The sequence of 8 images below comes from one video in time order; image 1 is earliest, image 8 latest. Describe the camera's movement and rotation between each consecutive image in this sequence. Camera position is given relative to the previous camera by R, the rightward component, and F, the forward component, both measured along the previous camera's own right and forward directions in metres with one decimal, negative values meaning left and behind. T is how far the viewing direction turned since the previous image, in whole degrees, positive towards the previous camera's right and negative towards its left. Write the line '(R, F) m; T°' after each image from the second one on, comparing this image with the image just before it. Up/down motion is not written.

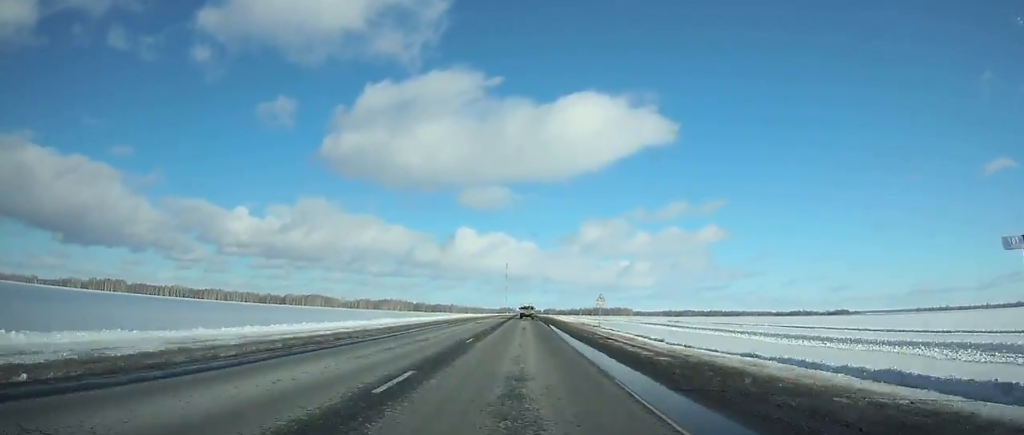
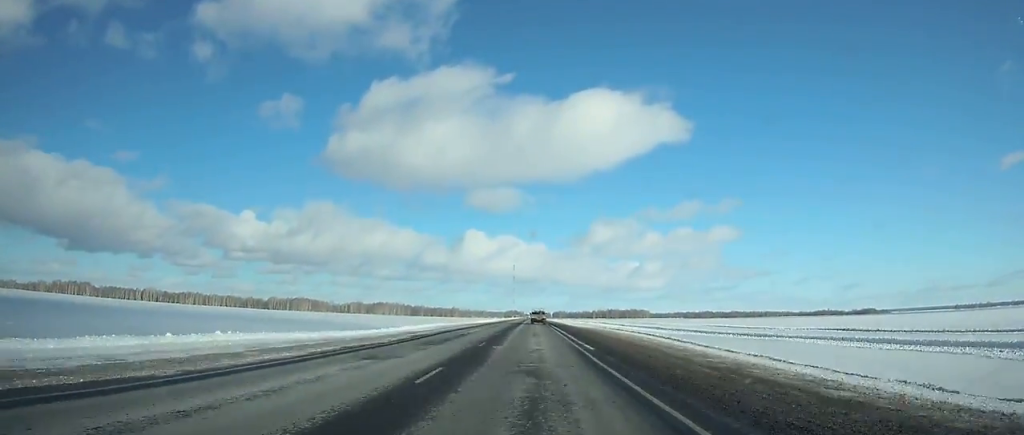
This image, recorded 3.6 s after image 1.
(-0.6, +97.5) m; 0°
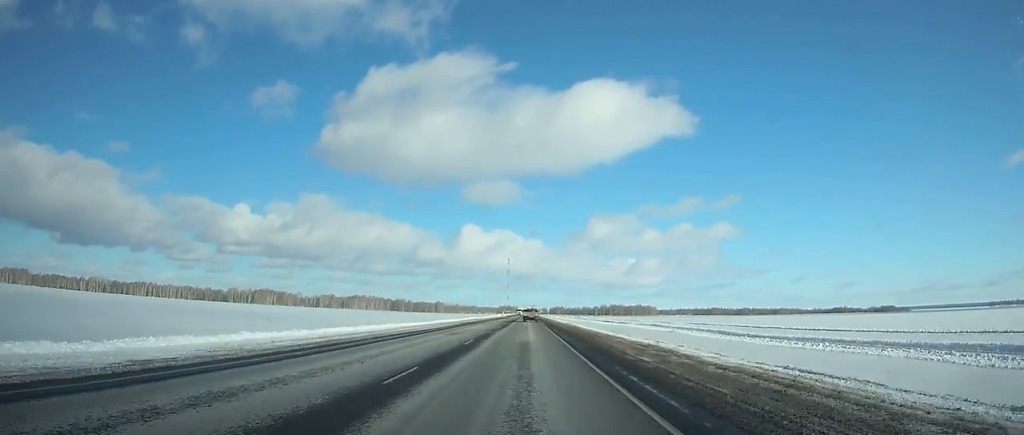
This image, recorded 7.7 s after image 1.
(+0.4, +110.6) m; 0°
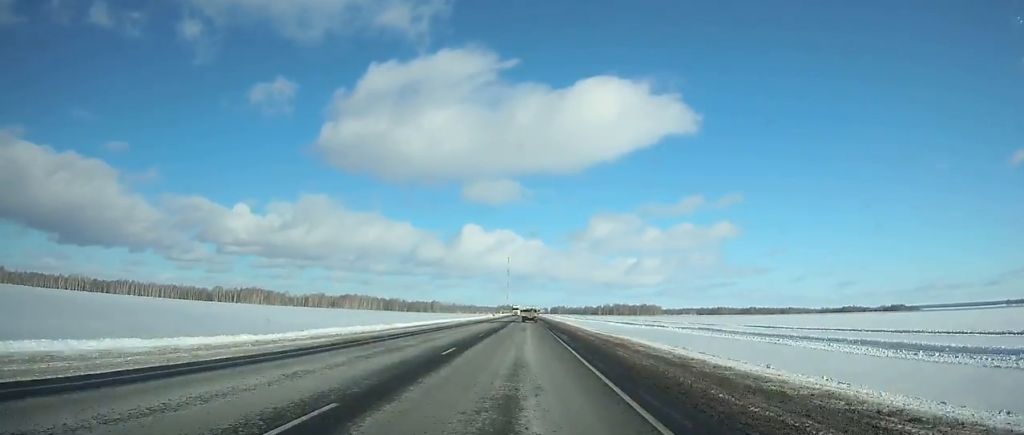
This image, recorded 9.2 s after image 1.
(0.0, +40.6) m; 0°
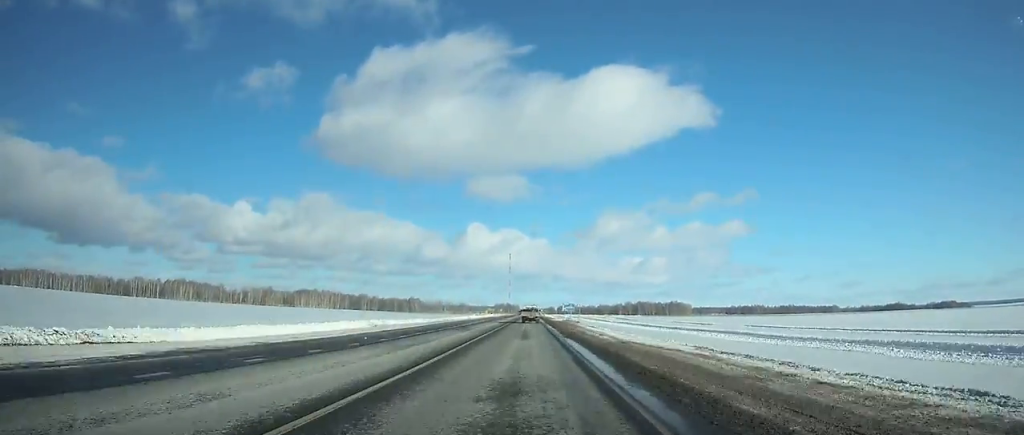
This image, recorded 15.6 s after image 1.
(-0.6, +173.8) m; 0°
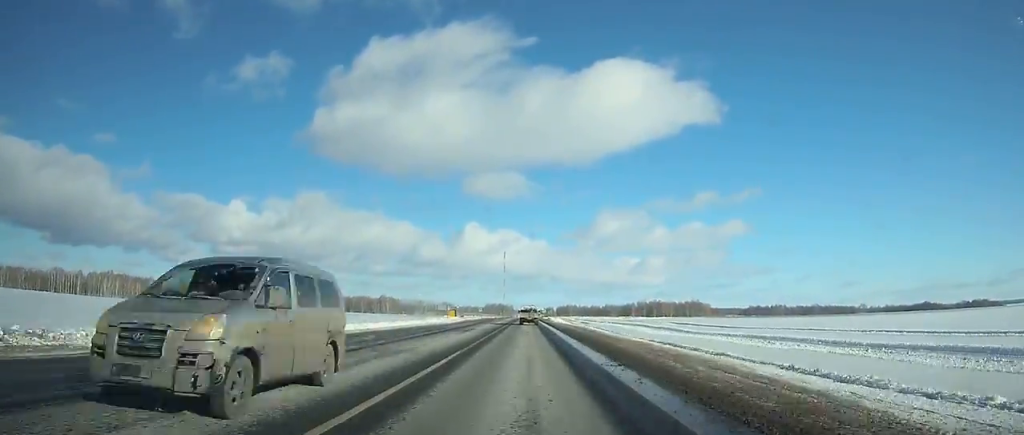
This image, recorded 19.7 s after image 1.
(+0.1, +111.5) m; 0°
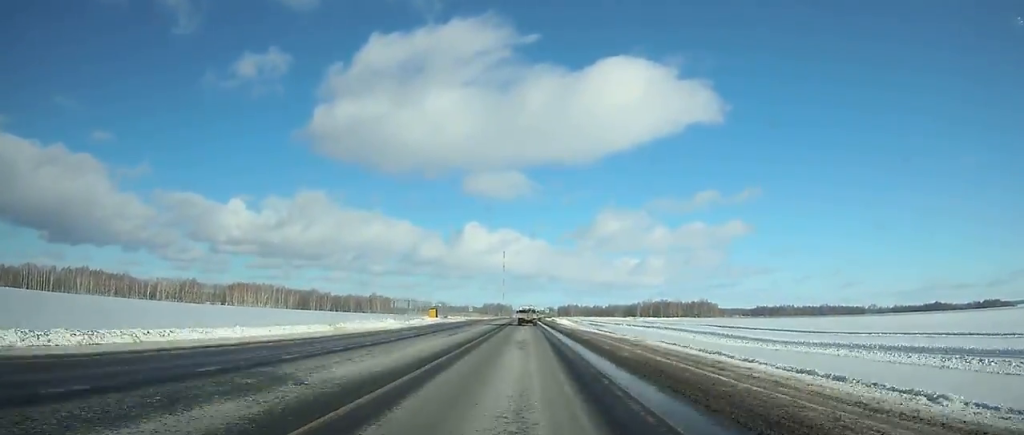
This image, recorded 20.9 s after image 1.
(+0.3, +32.5) m; 0°
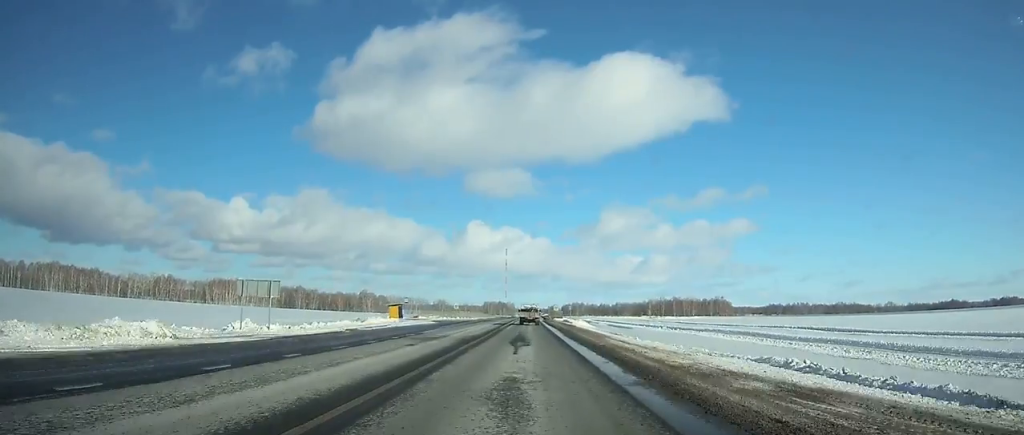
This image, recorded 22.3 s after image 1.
(+0.2, +37.8) m; 0°
